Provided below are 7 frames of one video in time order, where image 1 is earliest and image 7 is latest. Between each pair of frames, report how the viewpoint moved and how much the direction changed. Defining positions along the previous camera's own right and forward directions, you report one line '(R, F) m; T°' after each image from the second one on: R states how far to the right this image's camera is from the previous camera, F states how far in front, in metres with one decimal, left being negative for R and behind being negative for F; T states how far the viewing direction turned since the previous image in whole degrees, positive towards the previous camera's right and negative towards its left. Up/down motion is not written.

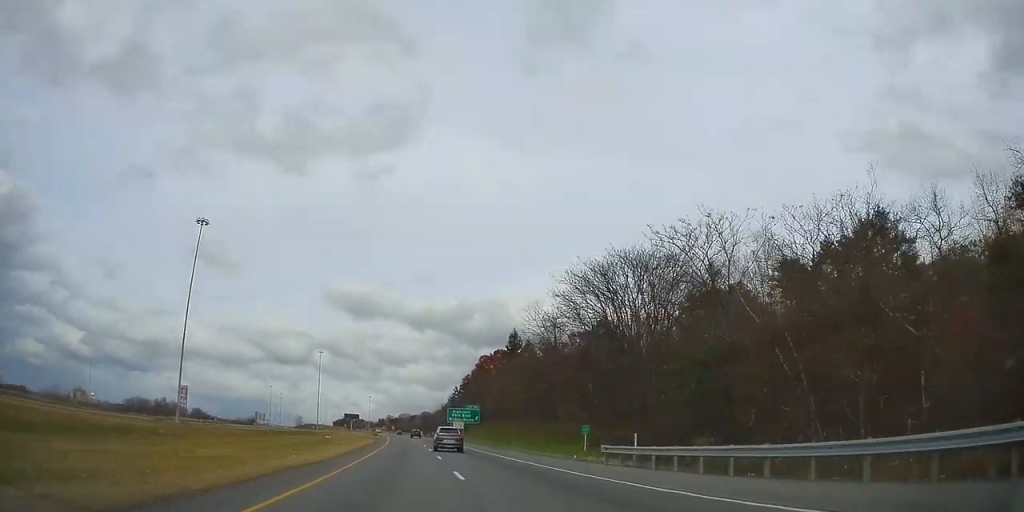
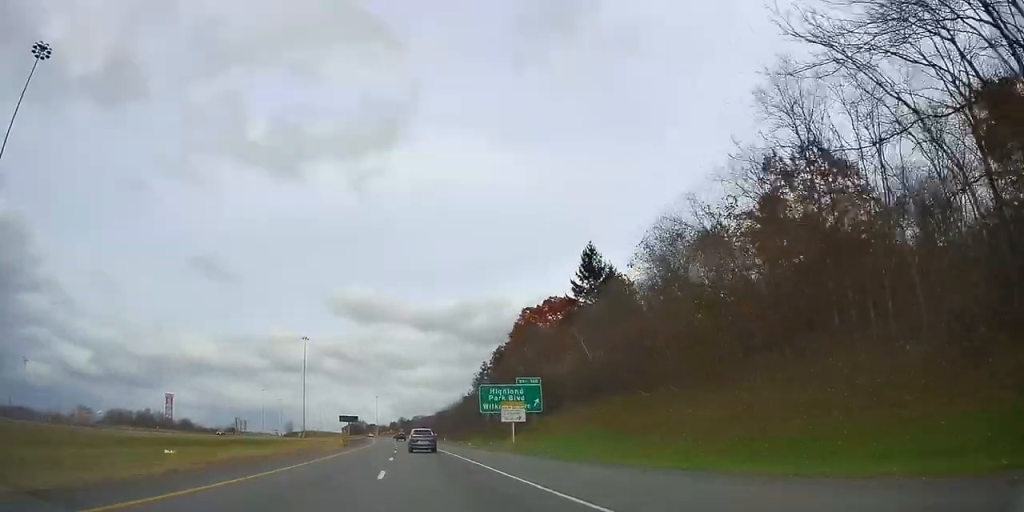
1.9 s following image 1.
(+0.2, +62.3) m; +1°
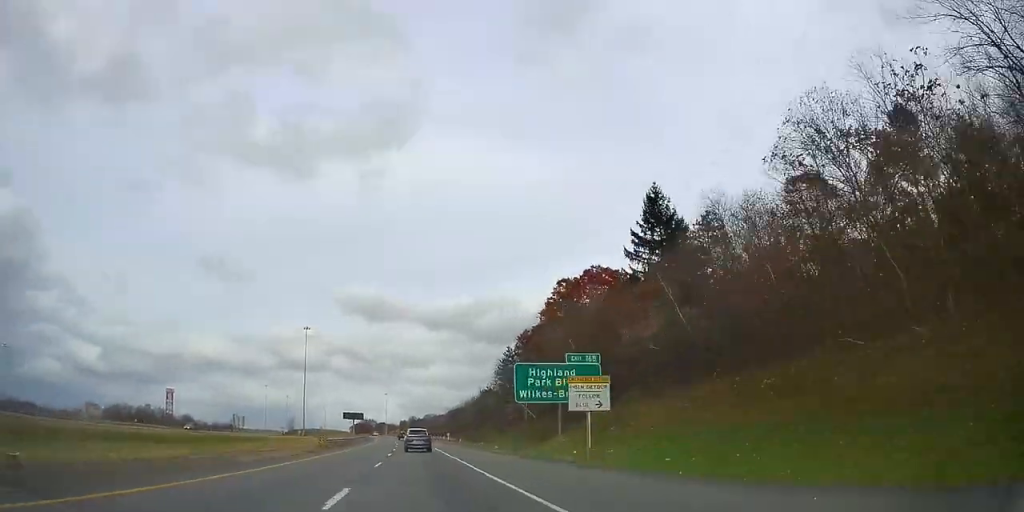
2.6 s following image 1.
(+0.2, +19.9) m; +1°
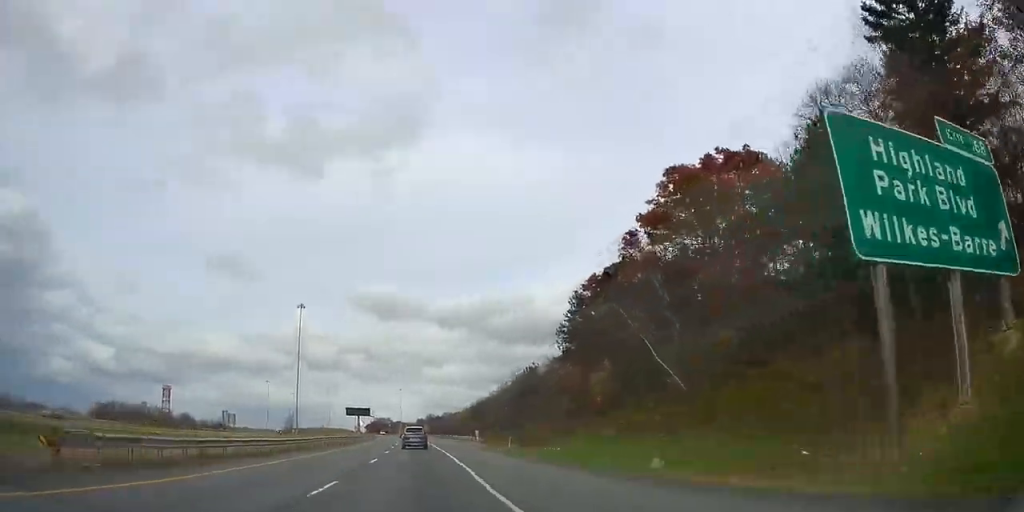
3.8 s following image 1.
(-0.3, +36.6) m; -2°
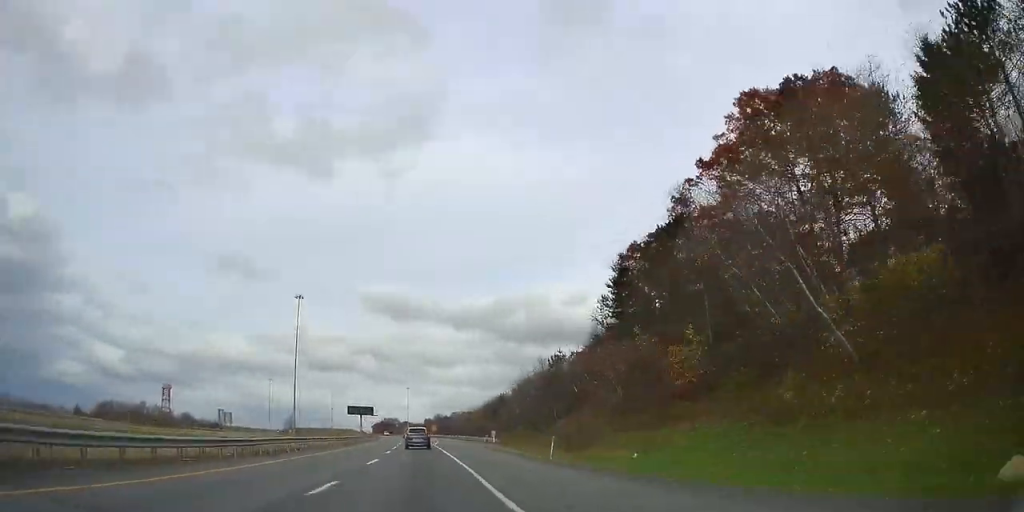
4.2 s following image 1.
(-0.2, +12.7) m; -1°
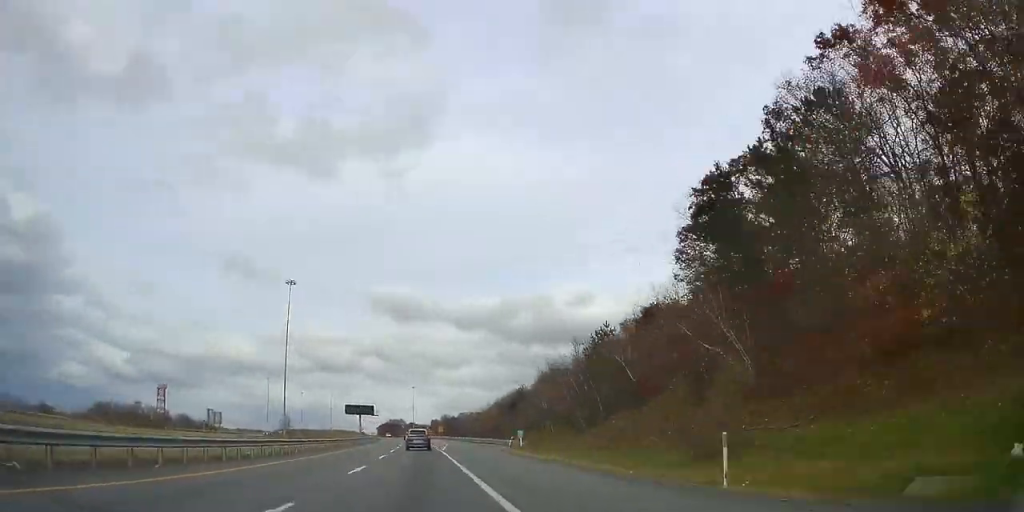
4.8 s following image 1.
(-0.2, +17.3) m; -1°
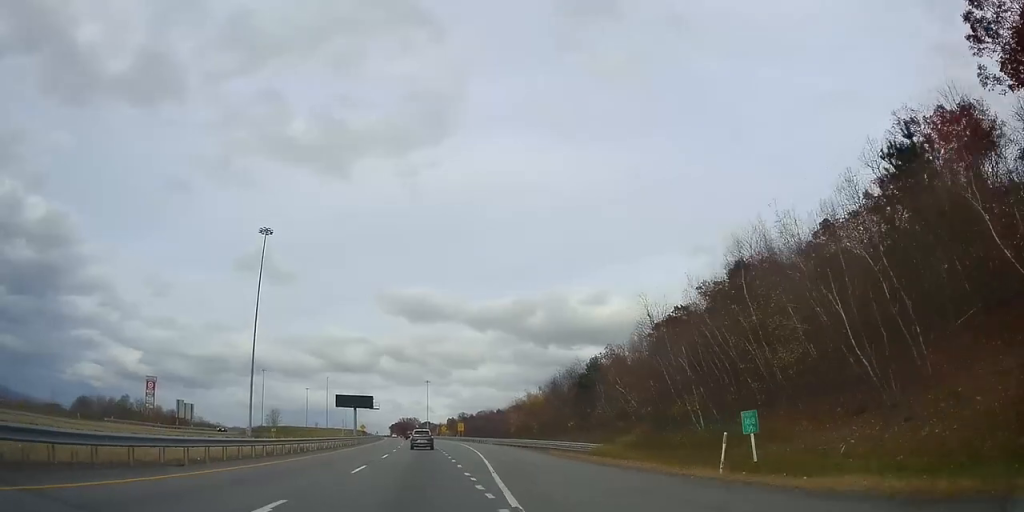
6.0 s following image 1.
(-0.1, +37.3) m; -1°
